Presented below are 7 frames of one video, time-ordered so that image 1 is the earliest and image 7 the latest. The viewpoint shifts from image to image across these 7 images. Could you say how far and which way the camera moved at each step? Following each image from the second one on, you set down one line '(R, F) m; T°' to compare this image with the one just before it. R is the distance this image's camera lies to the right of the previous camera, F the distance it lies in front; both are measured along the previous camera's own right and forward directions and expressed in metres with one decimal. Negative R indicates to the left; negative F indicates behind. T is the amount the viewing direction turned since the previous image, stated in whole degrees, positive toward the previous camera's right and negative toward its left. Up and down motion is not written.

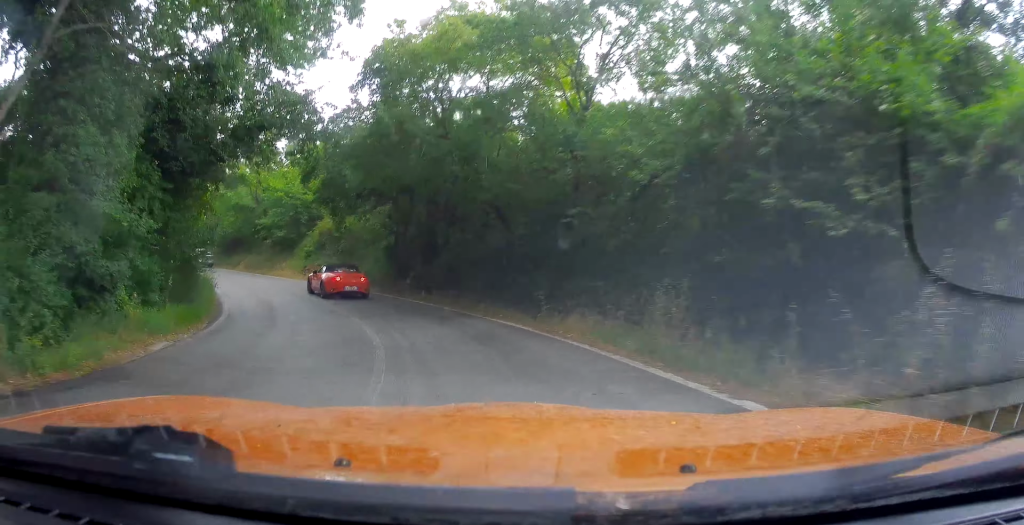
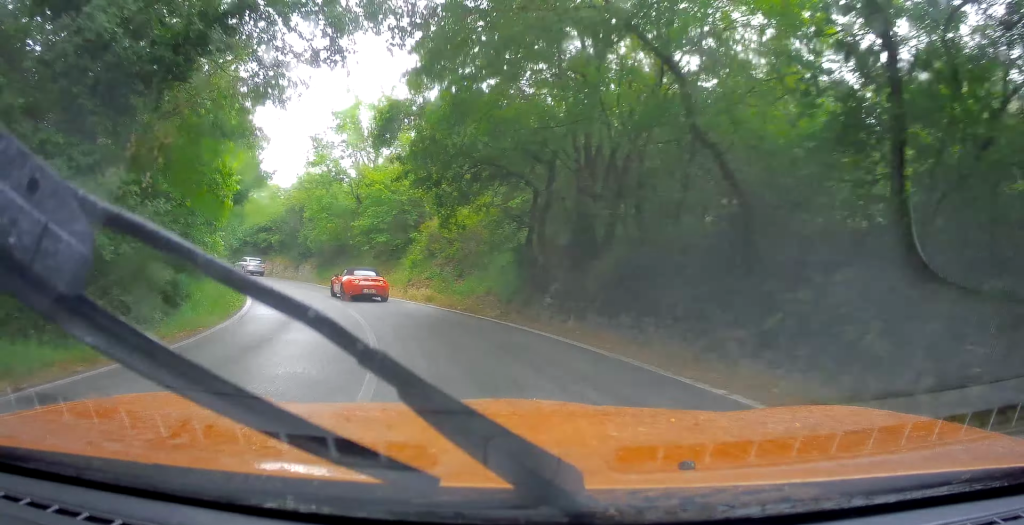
(-1.0, +9.8) m; -12°
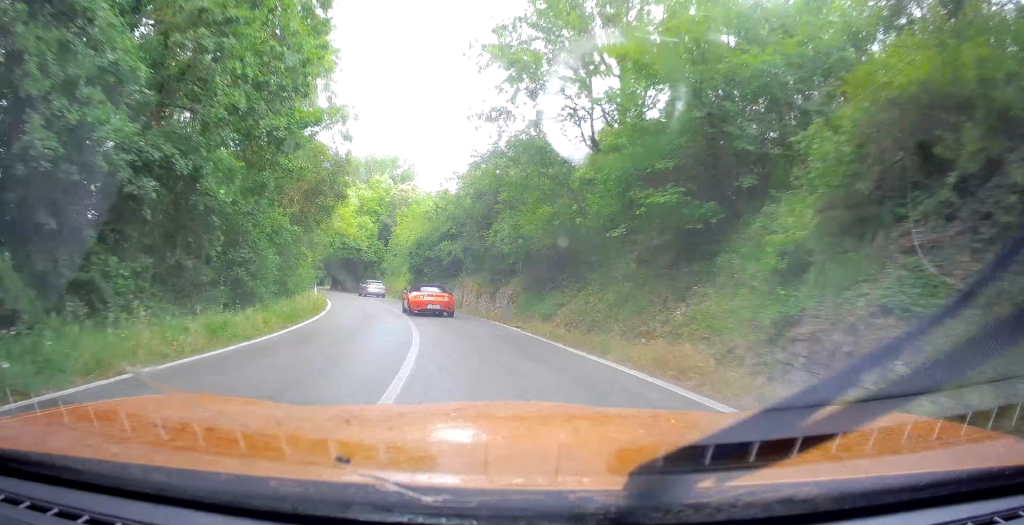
(-3.7, +19.1) m; -17°
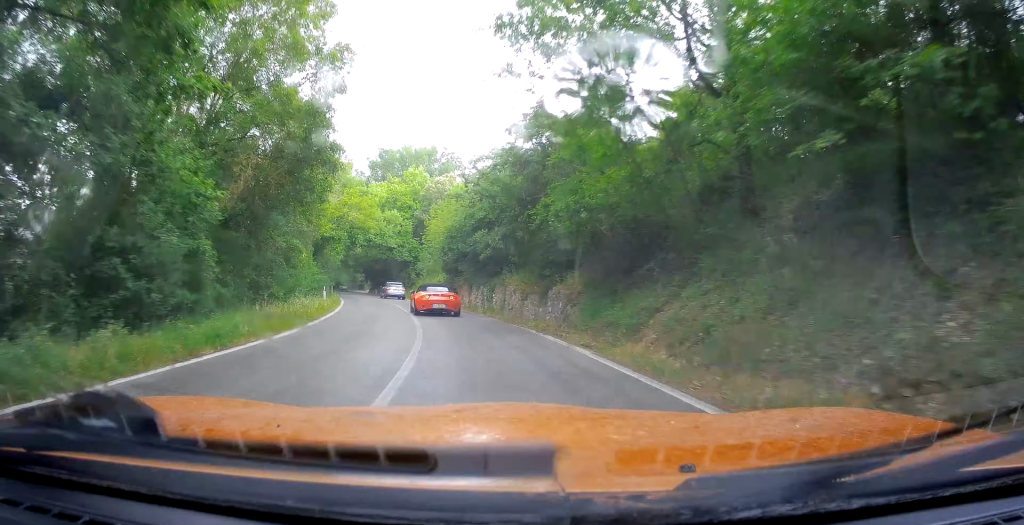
(-0.1, +6.1) m; -5°
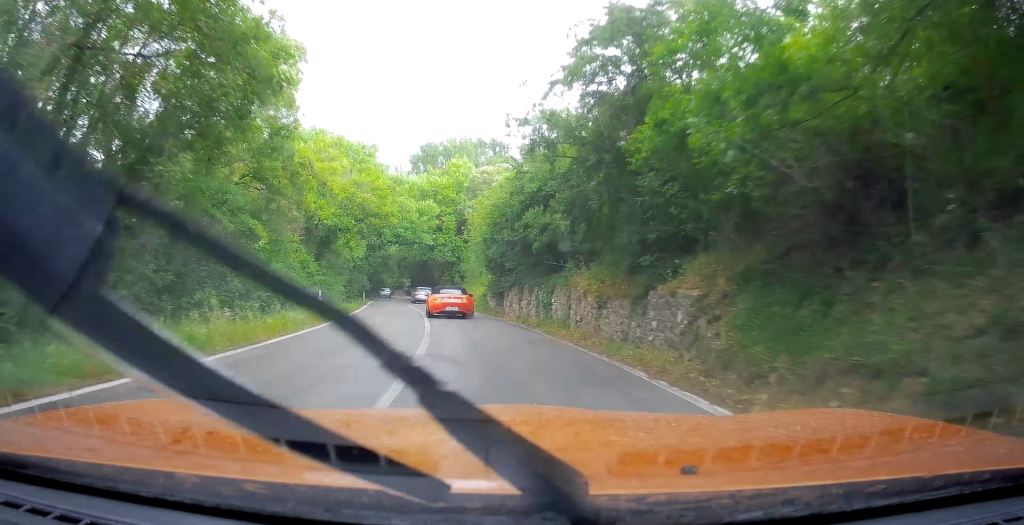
(+0.5, +7.1) m; -7°
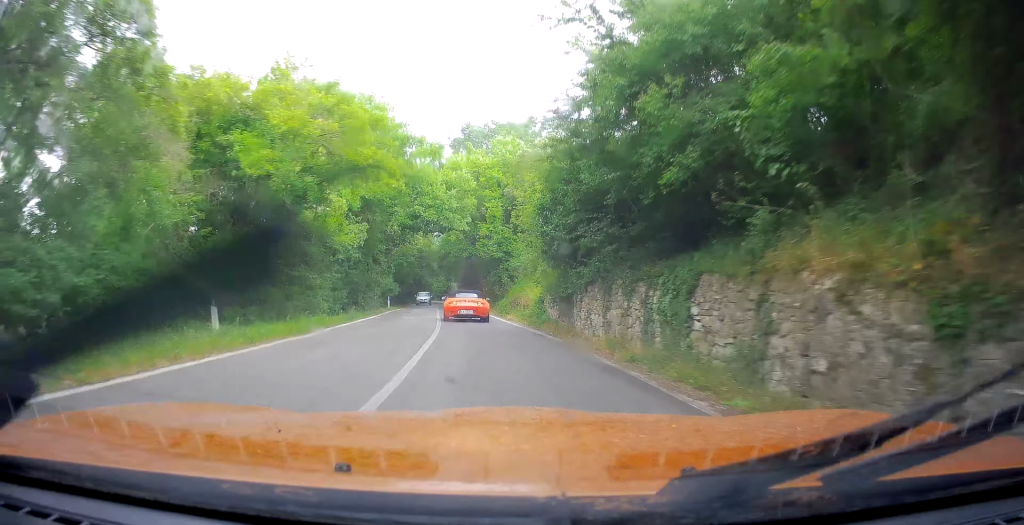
(-1.8, +10.3) m; -10°
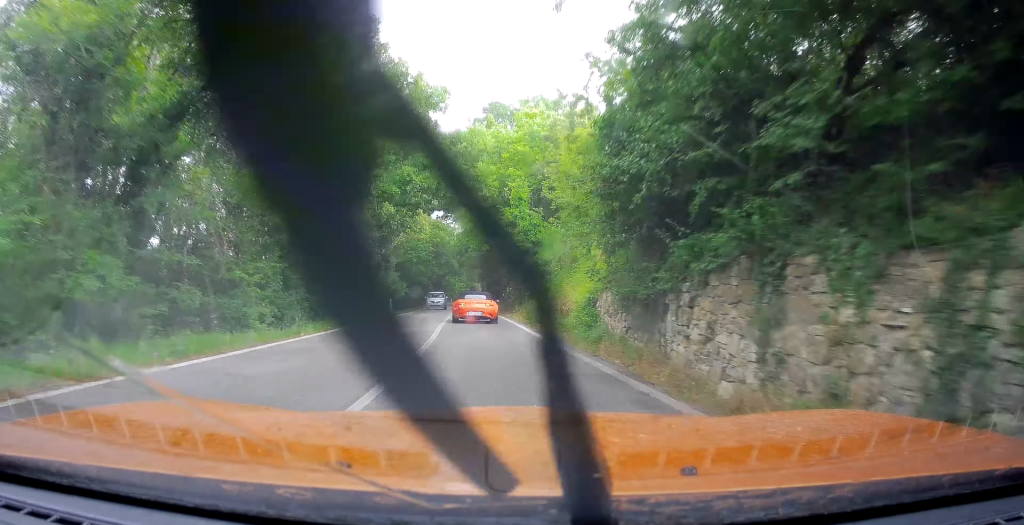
(-0.4, +8.1) m; -4°
